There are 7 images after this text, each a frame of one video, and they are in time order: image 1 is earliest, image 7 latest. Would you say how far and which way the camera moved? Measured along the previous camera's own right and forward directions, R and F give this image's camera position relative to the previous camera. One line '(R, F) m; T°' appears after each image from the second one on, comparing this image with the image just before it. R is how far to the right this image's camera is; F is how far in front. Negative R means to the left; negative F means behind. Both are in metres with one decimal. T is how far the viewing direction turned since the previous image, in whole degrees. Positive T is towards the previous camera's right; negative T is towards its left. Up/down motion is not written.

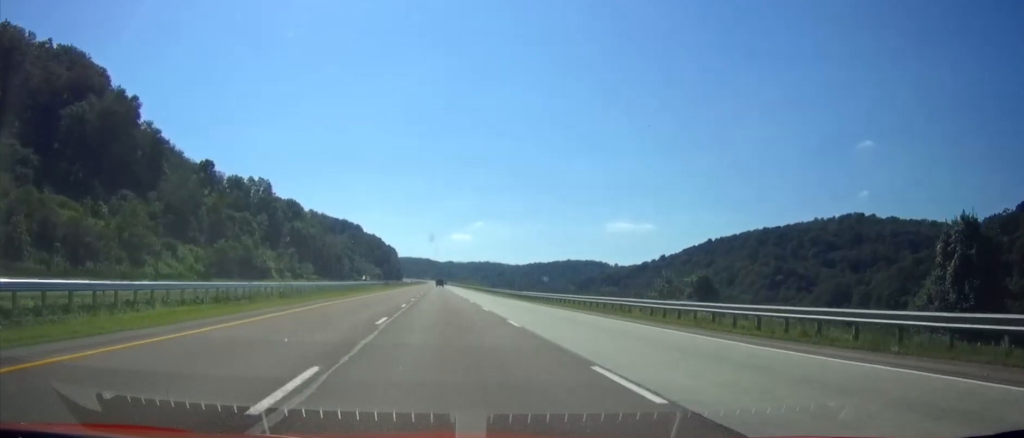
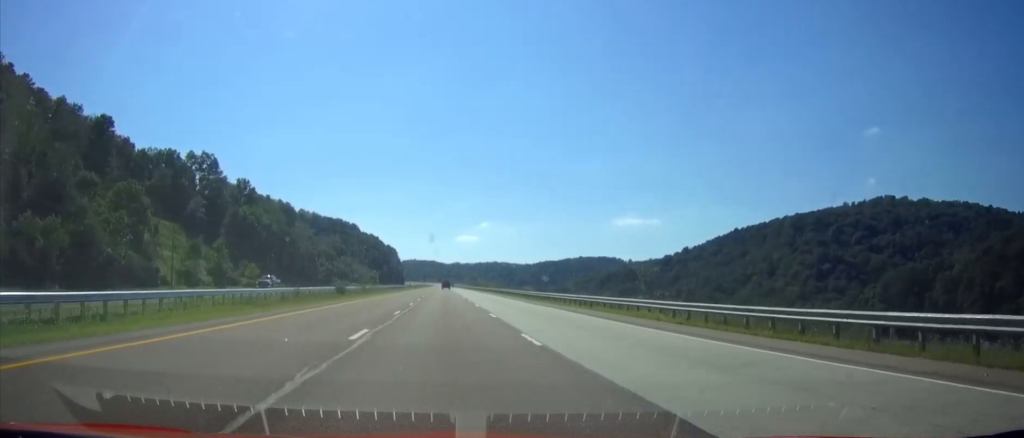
(-0.6, +65.2) m; -1°
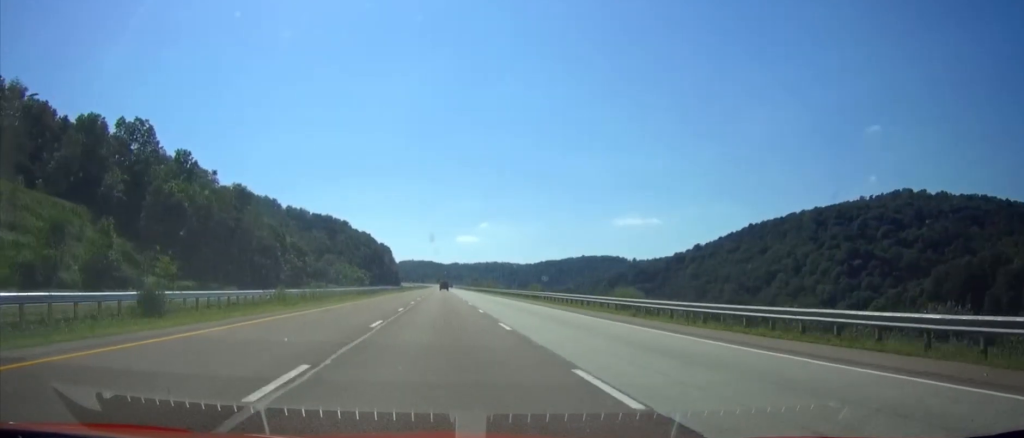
(-0.1, +43.9) m; 0°
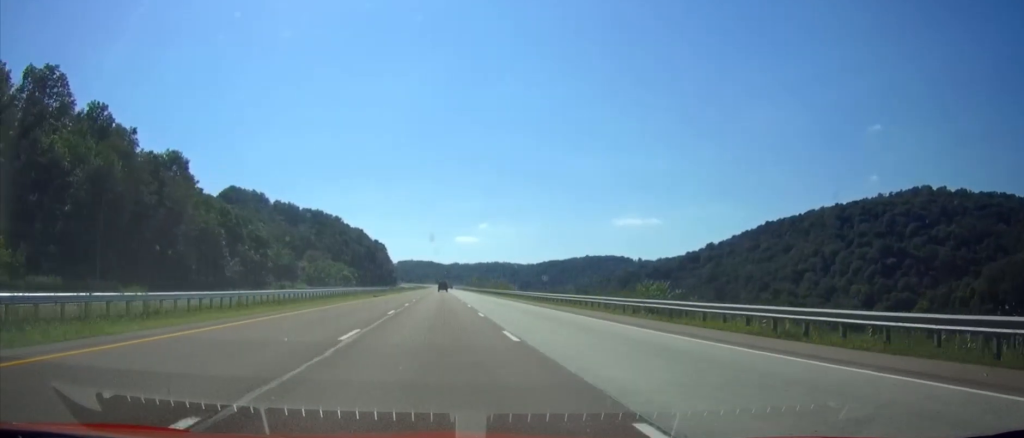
(0.0, +40.5) m; 0°
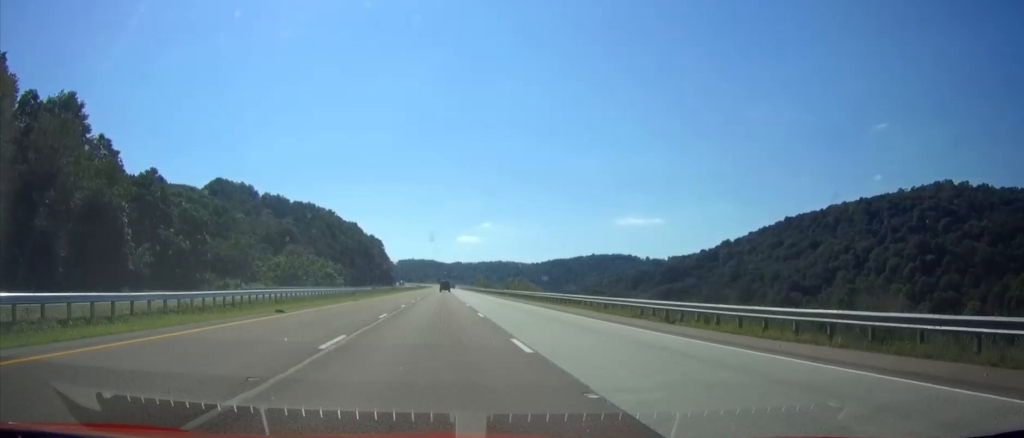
(0.0, +39.2) m; 0°
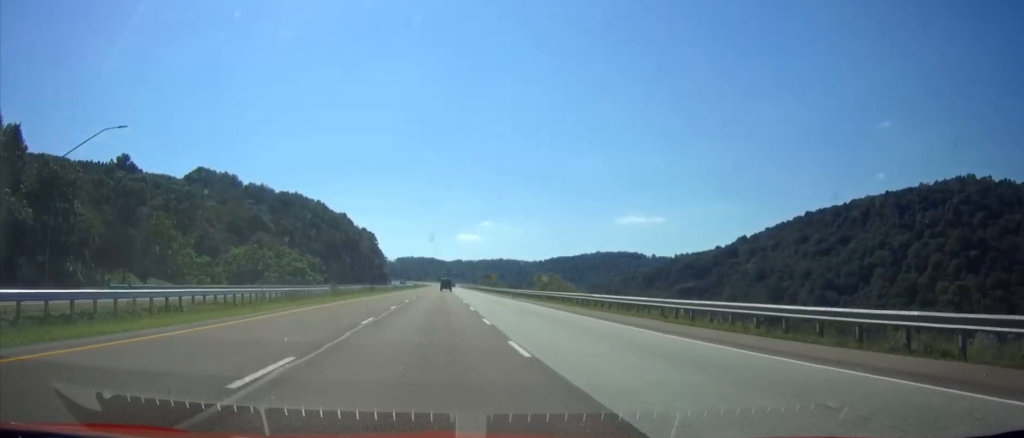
(0.0, +41.2) m; 0°
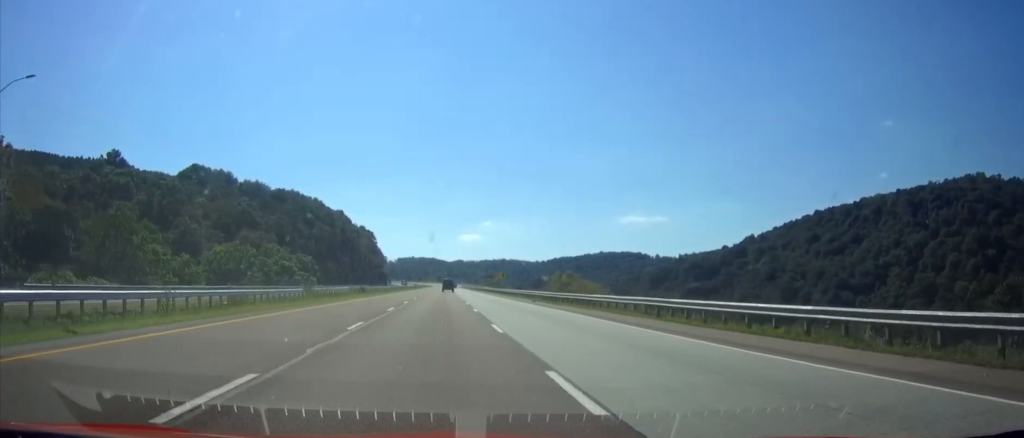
(0.0, +14.4) m; 0°
